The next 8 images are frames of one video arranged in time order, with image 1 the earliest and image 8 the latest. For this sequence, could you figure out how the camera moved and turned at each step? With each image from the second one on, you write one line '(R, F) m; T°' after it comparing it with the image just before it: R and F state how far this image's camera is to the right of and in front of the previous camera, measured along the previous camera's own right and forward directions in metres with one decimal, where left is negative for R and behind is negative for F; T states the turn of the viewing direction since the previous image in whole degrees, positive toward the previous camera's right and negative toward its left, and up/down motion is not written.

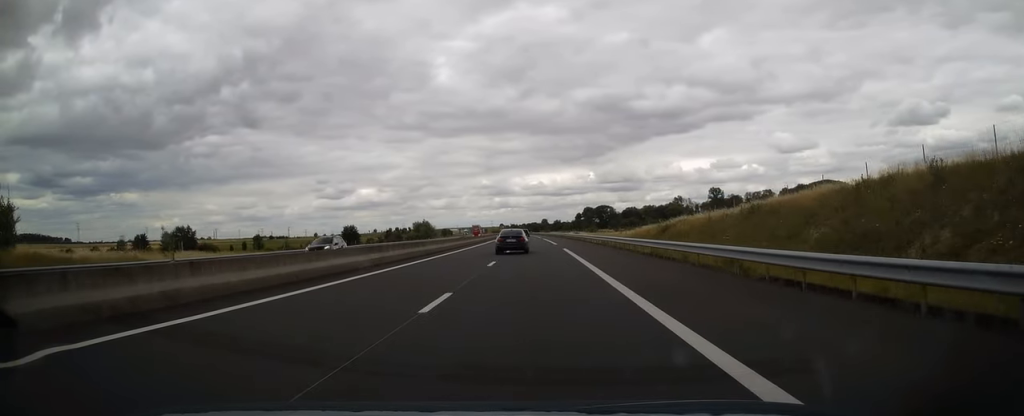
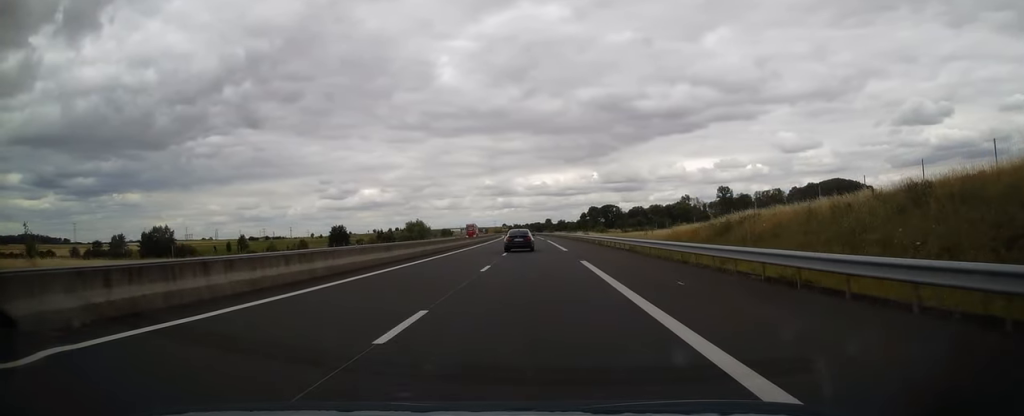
(0.0, +15.7) m; 0°
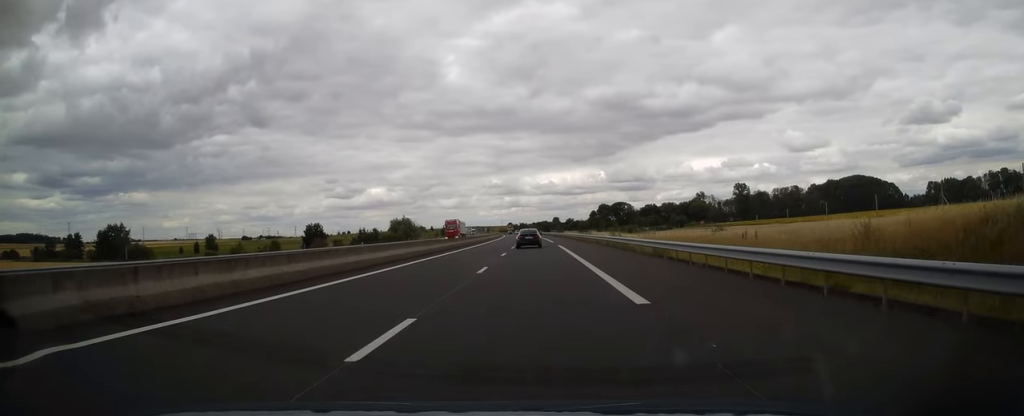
(-0.3, +27.0) m; -1°
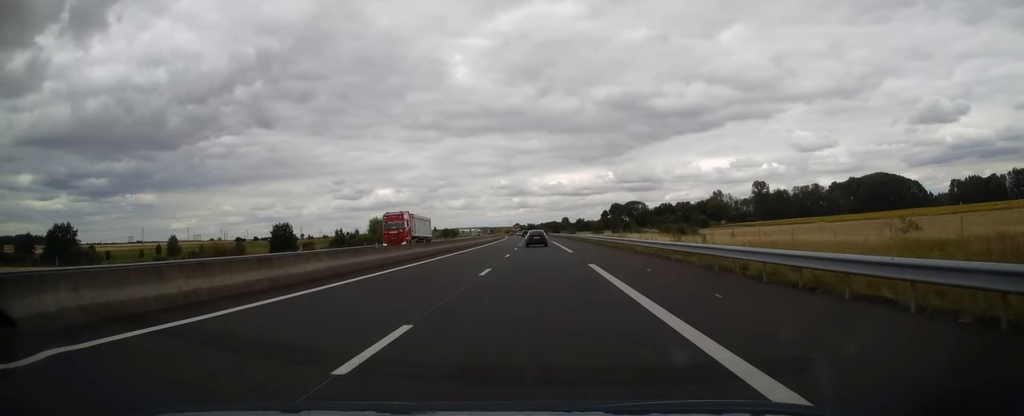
(-0.1, +26.5) m; -1°
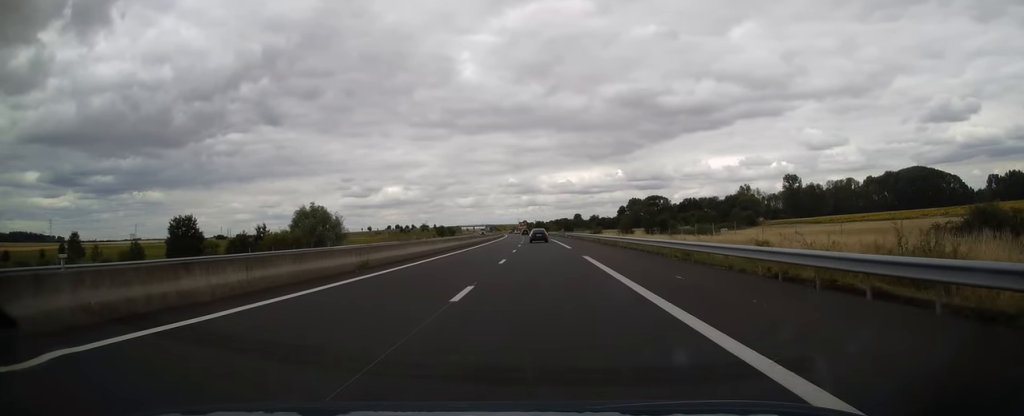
(-0.6, +46.1) m; -1°
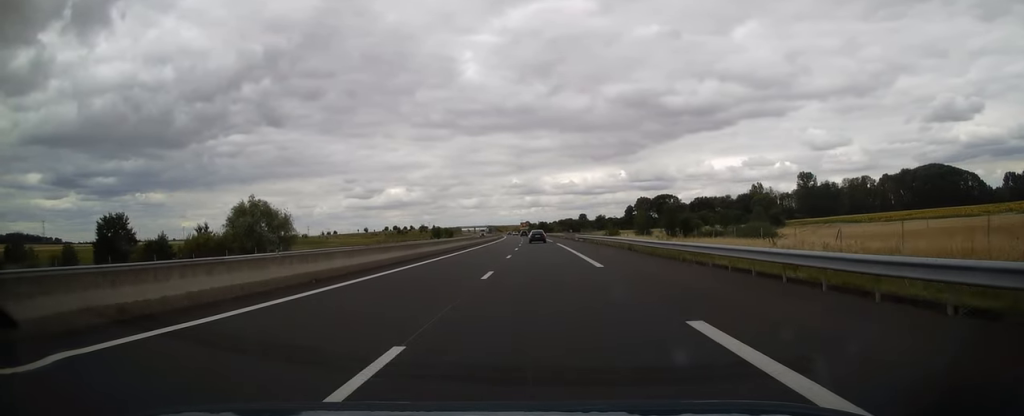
(0.0, +20.1) m; 0°
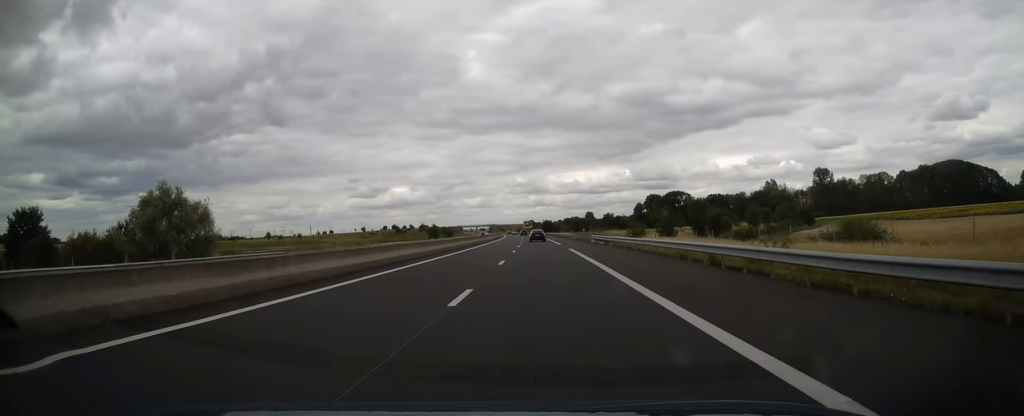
(0.0, +19.2) m; 0°
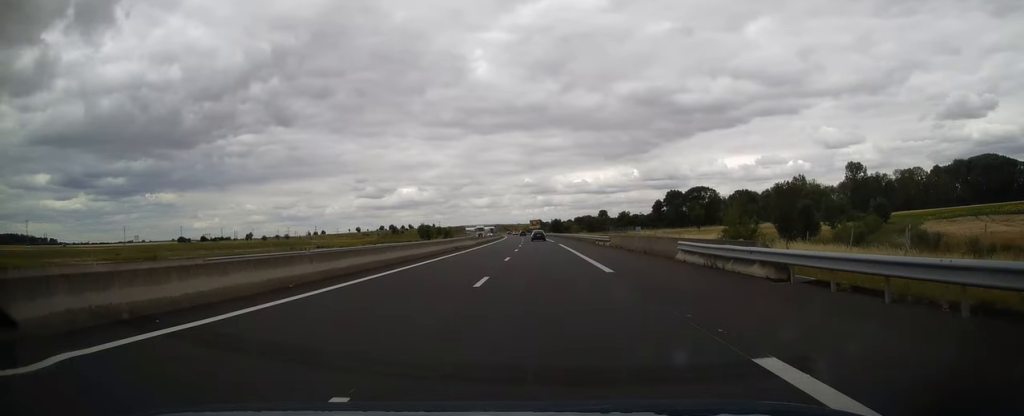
(-0.3, +34.9) m; -1°
